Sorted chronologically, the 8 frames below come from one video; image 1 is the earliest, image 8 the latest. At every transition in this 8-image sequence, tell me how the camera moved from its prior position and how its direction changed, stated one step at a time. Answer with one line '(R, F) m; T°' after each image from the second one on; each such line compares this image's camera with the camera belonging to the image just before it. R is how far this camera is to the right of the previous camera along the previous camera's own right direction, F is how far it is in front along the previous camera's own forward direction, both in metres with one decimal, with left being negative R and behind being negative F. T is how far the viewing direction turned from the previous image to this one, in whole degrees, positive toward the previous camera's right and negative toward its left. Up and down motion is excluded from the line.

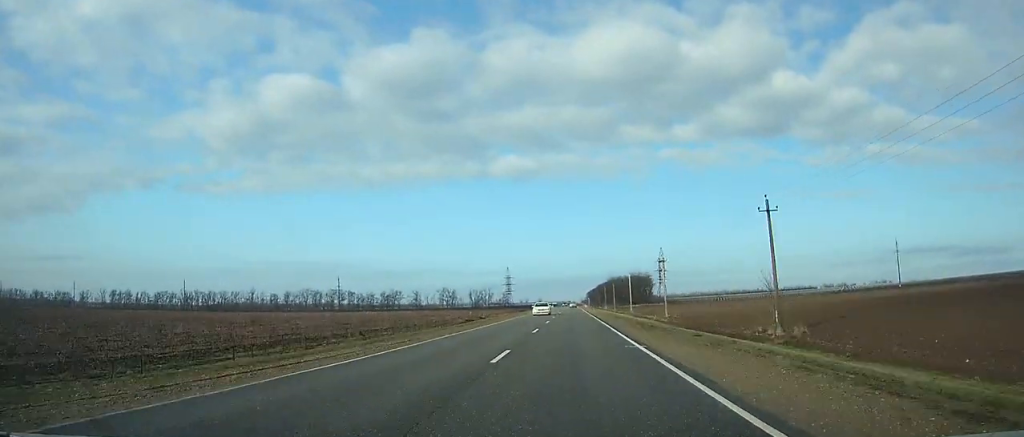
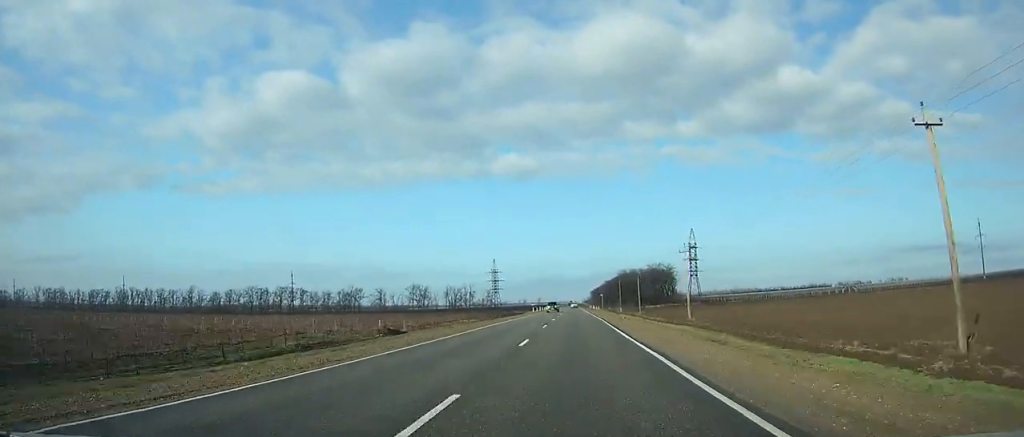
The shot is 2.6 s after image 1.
(0.0, +67.3) m; 0°
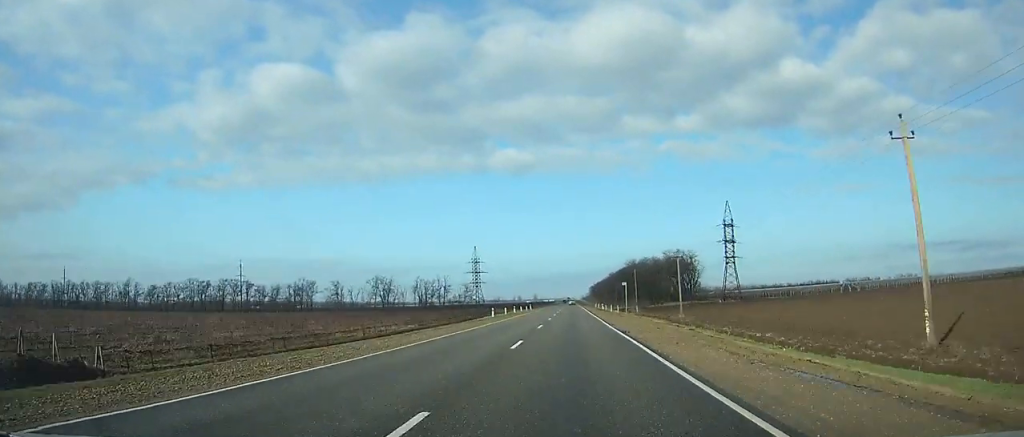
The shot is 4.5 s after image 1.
(+0.1, +49.4) m; 0°
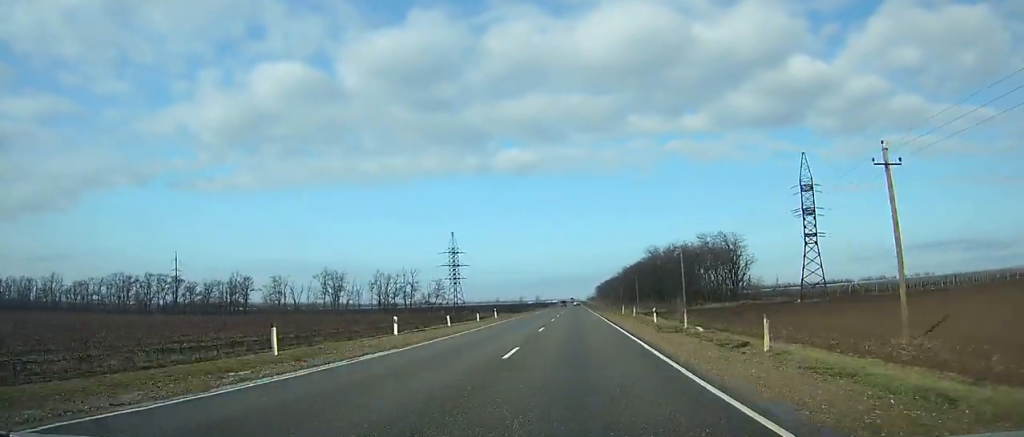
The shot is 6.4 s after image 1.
(+0.1, +49.7) m; 0°
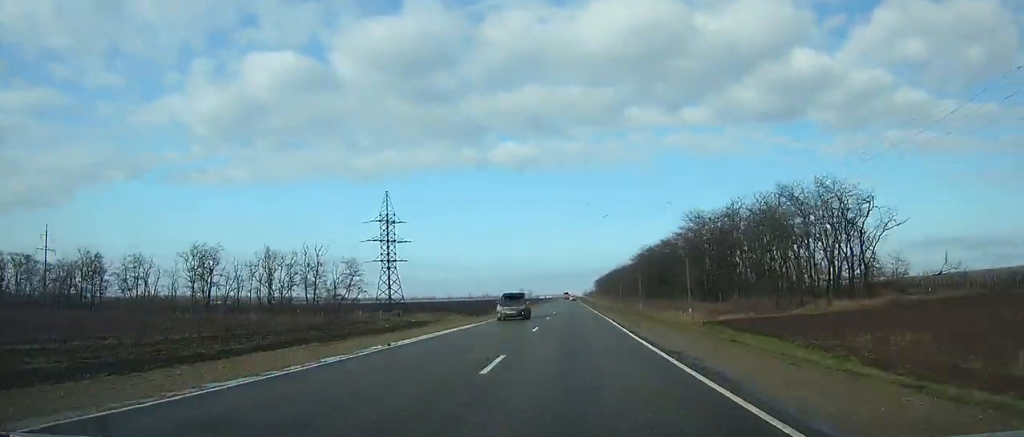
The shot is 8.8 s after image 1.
(-0.2, +63.0) m; 0°
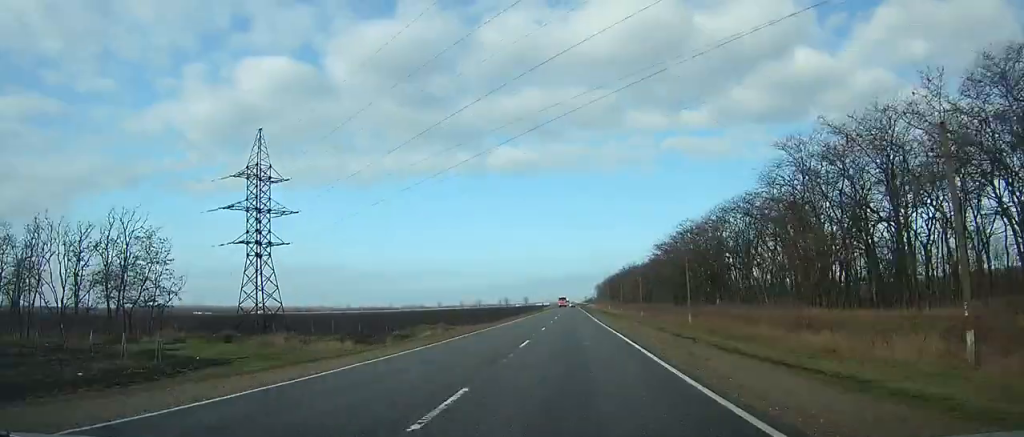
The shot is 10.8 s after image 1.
(+0.1, +52.8) m; 0°
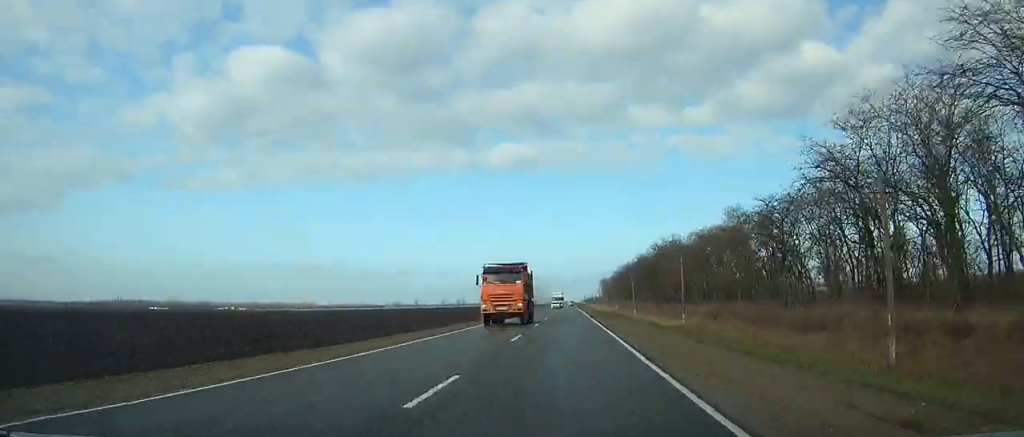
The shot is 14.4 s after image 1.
(-0.7, +95.4) m; 0°
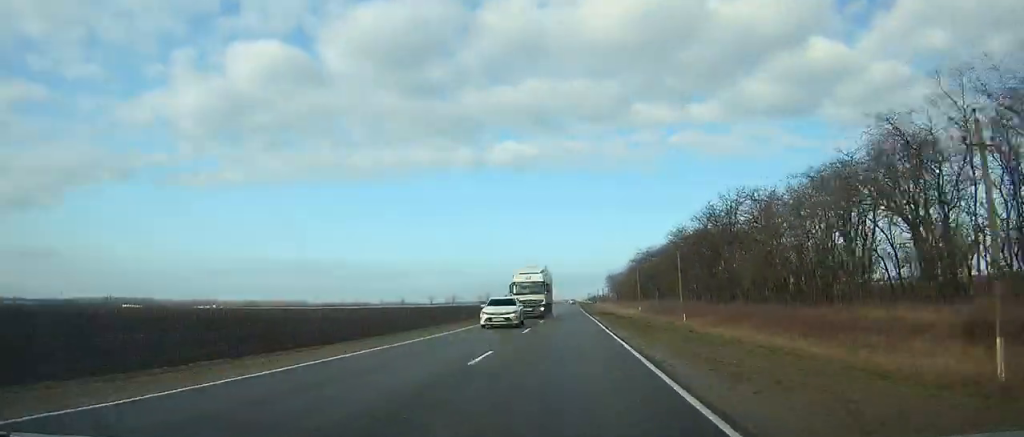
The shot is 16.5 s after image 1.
(0.0, +56.0) m; +1°
